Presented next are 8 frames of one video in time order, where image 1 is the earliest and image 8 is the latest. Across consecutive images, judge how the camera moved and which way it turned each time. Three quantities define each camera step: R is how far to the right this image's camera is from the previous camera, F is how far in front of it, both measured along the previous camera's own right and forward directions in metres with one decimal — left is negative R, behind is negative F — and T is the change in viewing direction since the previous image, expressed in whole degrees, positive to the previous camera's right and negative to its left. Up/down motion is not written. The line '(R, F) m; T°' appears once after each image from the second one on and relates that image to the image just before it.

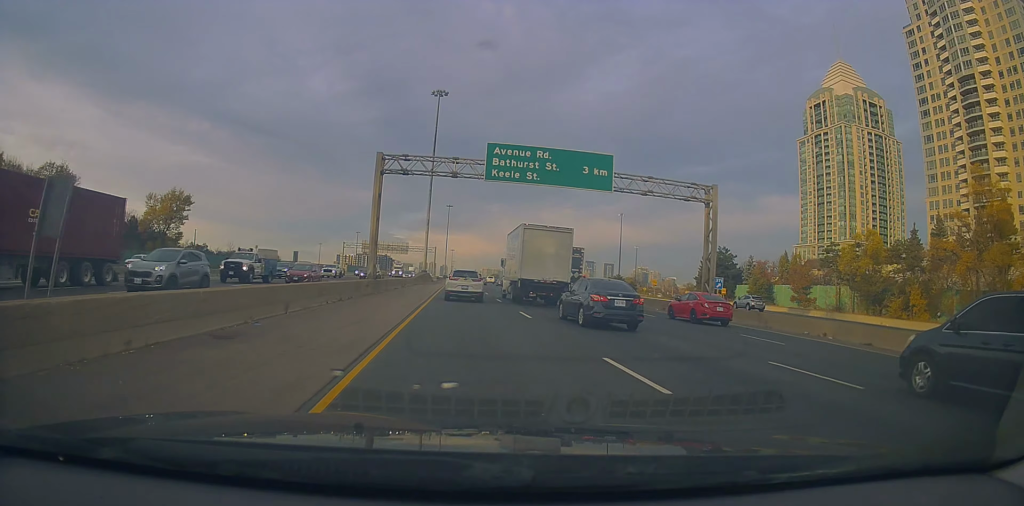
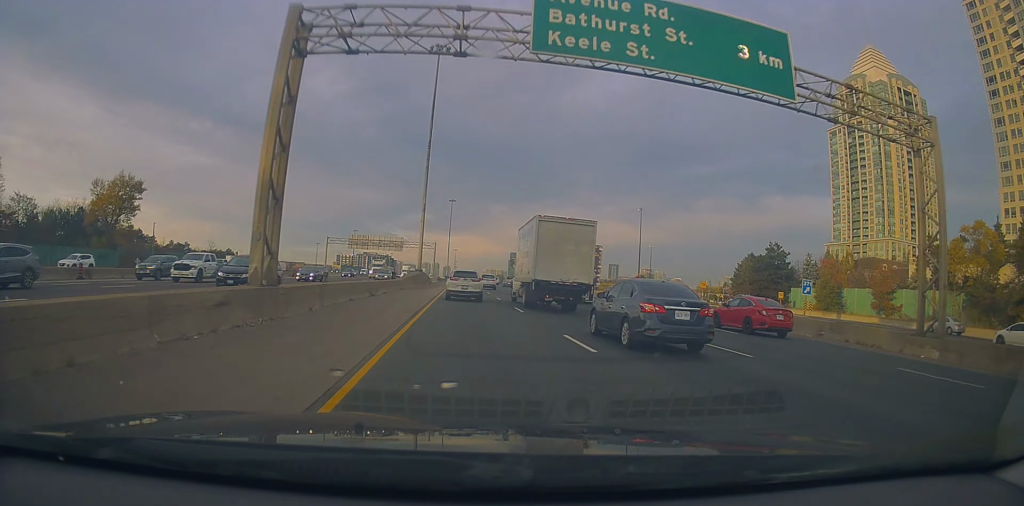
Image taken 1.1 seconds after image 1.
(-0.1, +19.6) m; 0°
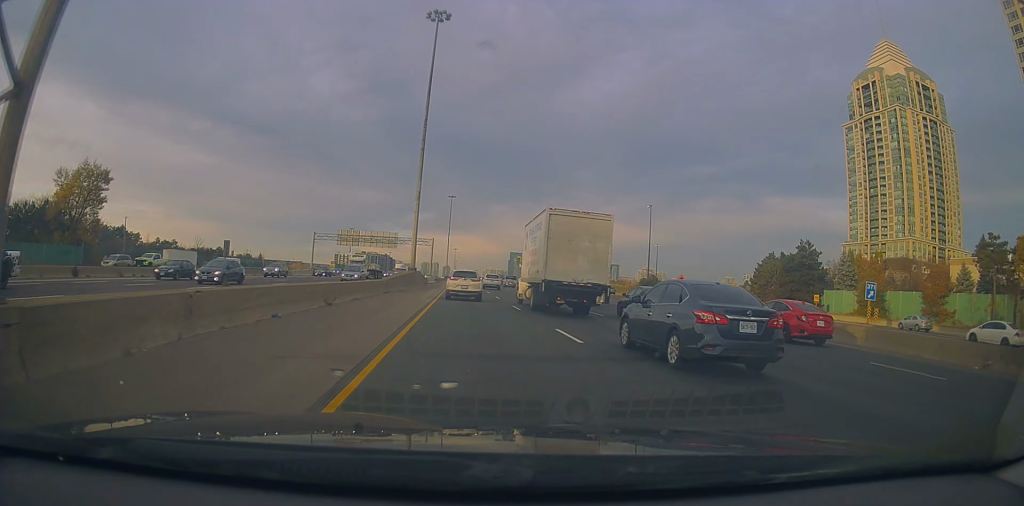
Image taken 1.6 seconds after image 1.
(+0.3, +9.9) m; 0°
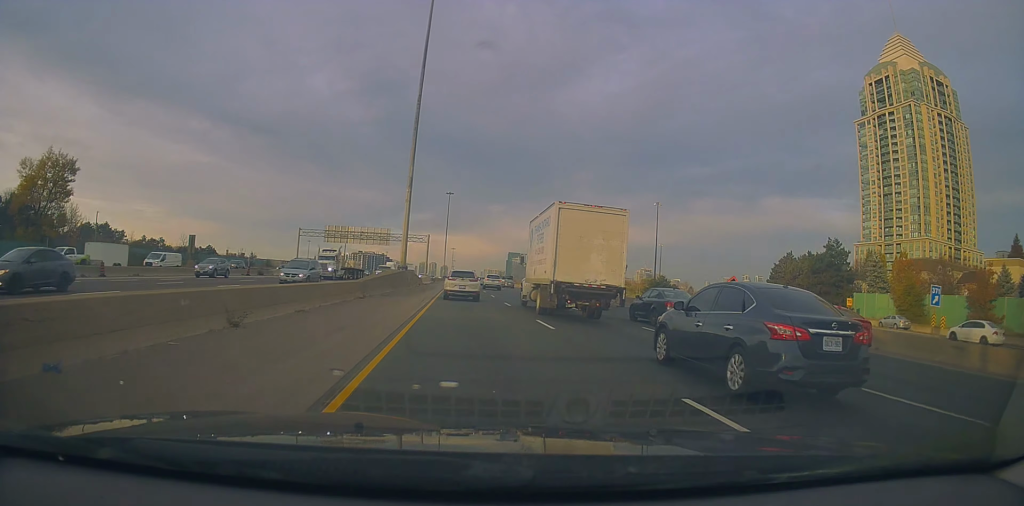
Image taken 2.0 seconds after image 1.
(0.0, +8.3) m; 0°
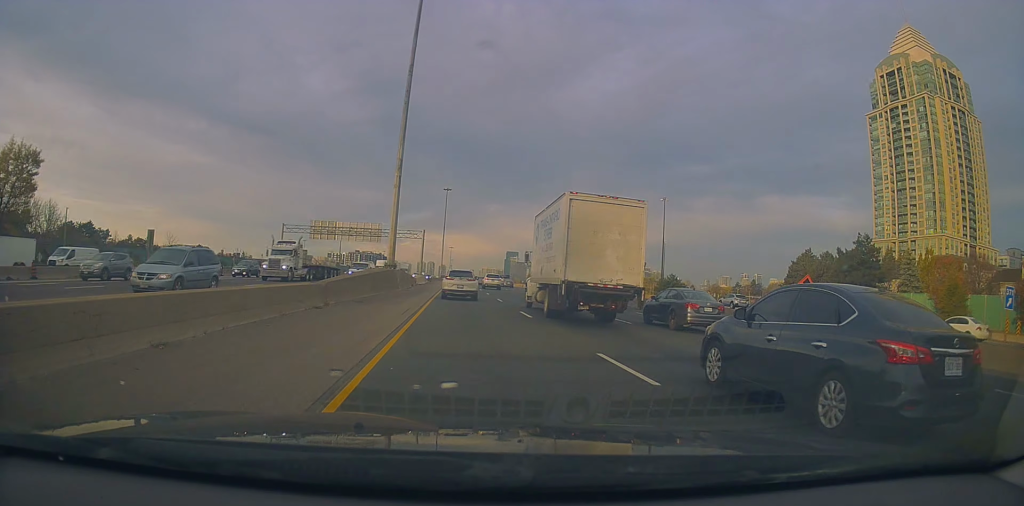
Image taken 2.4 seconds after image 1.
(-0.3, +8.1) m; 0°
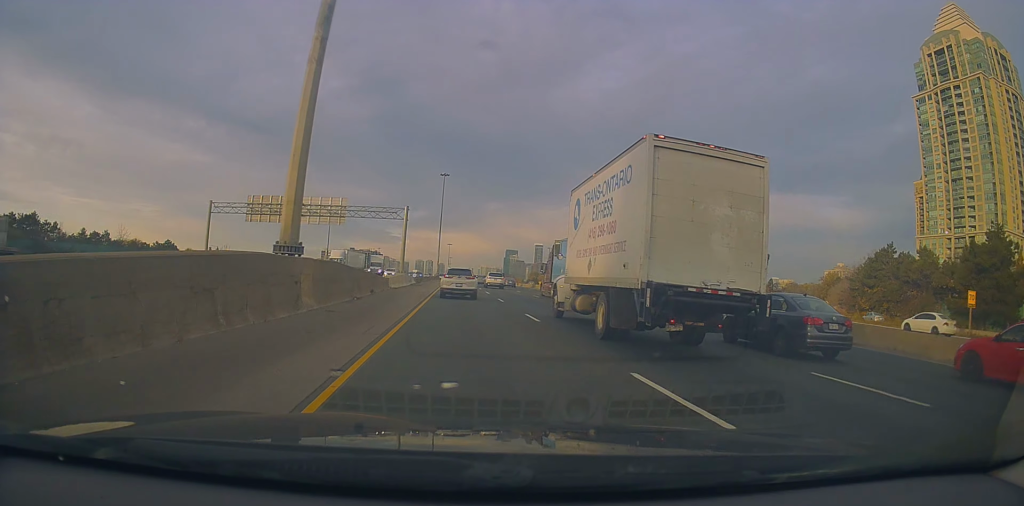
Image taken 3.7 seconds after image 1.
(+0.3, +25.4) m; 0°
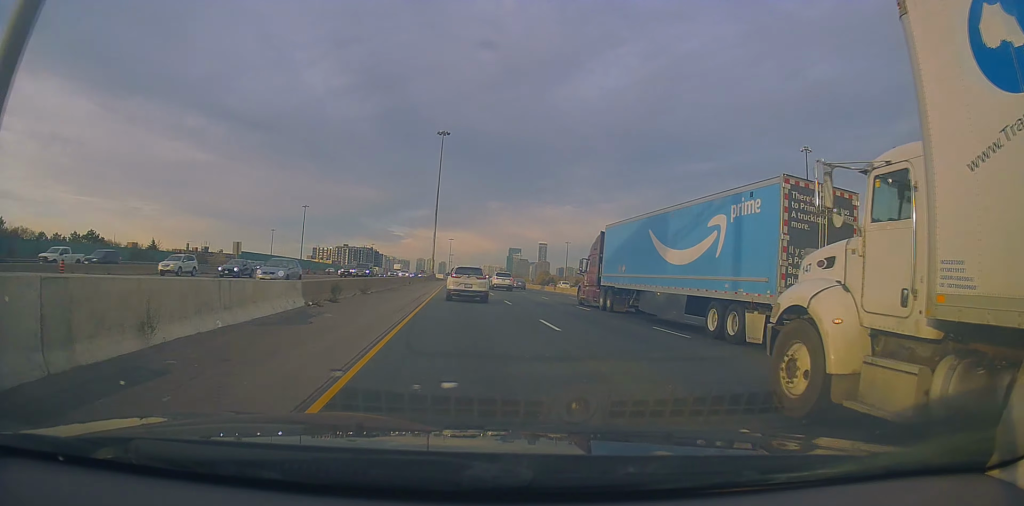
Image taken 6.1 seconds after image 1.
(+1.1, +51.0) m; +2°
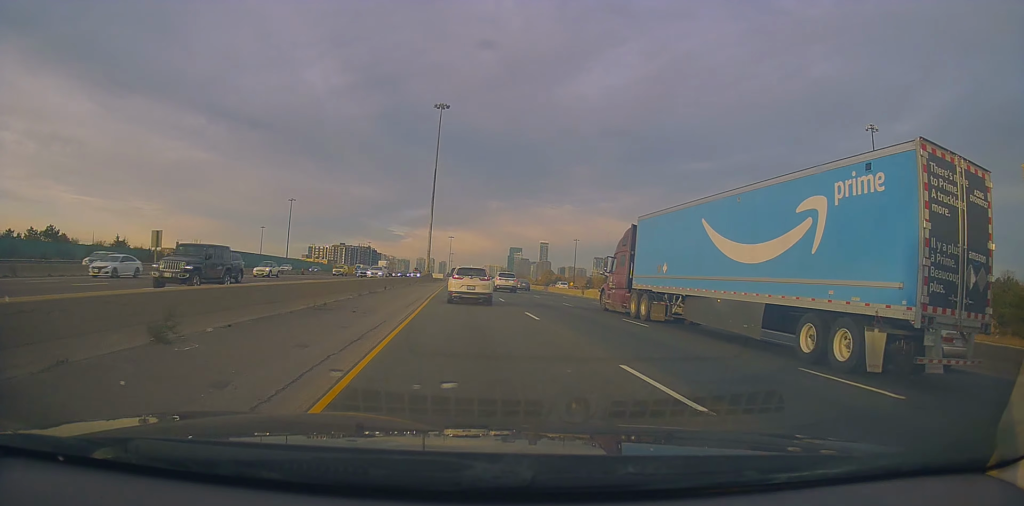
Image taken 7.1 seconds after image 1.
(-0.5, +20.7) m; -1°
